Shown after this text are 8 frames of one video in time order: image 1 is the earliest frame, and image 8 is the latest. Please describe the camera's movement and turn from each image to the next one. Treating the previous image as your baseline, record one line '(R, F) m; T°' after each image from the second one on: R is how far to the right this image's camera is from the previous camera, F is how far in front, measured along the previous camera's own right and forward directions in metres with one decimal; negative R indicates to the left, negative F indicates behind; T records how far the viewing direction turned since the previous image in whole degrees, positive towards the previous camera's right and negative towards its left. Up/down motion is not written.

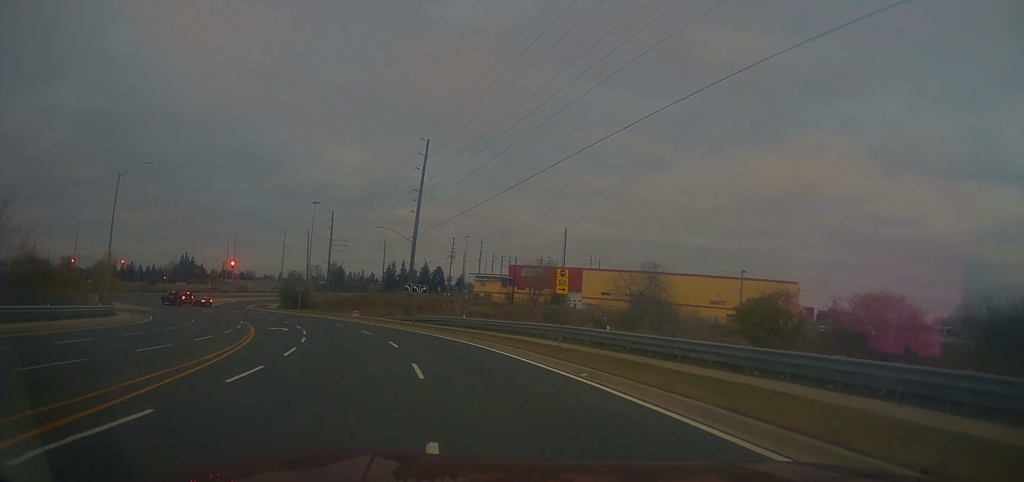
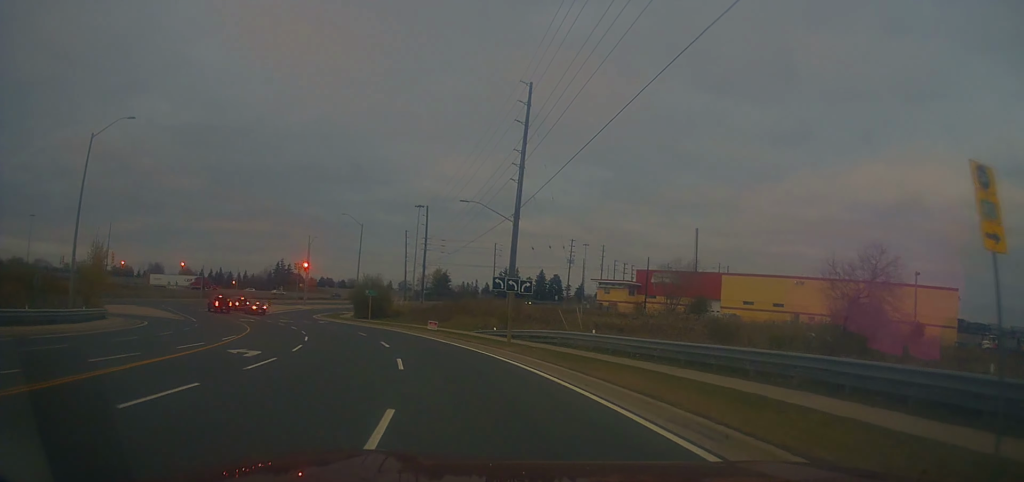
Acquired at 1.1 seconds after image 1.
(-1.4, +17.0) m; -12°
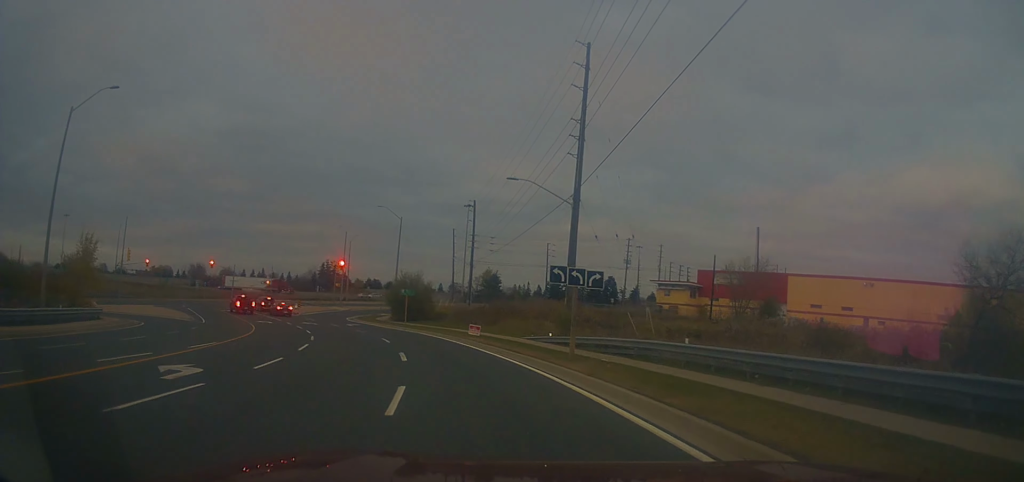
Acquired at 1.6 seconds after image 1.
(-0.2, +7.0) m; -5°
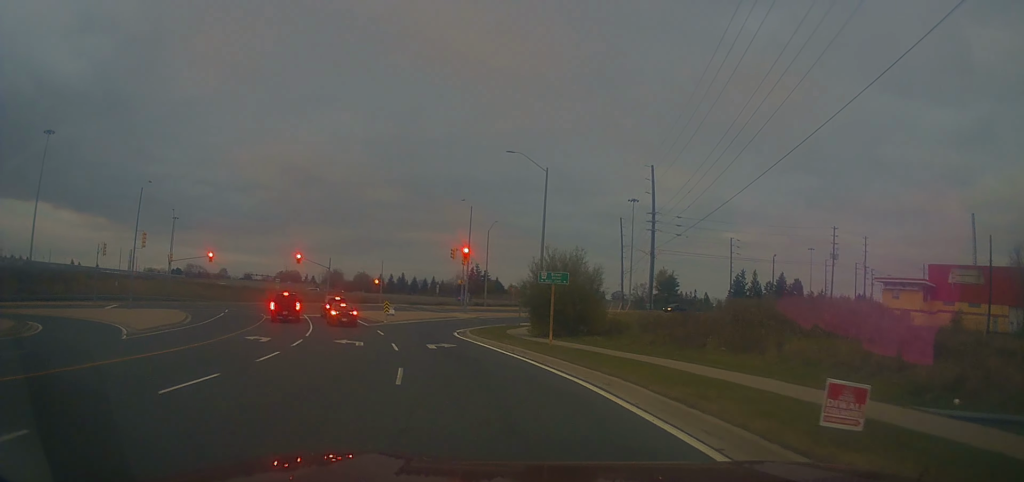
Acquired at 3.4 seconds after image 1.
(-3.3, +25.9) m; -13°
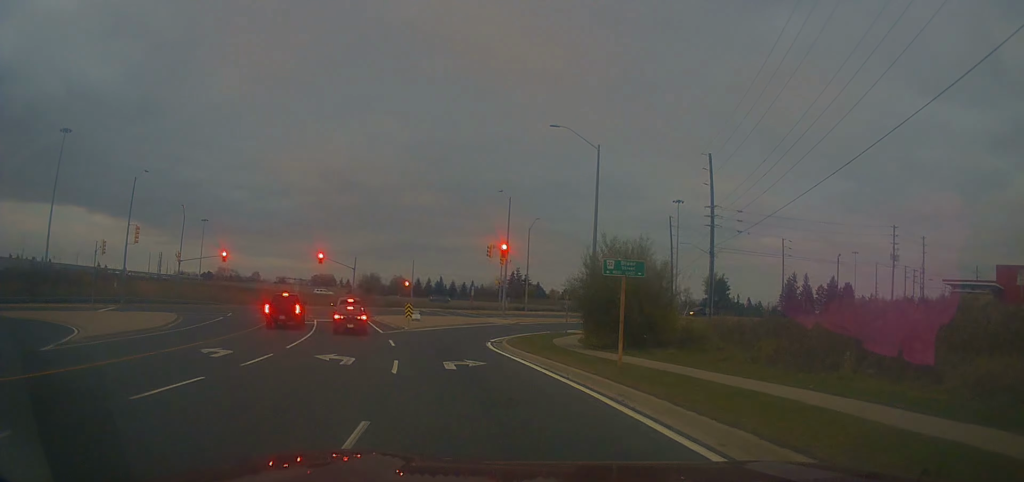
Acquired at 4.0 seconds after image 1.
(-0.6, +6.5) m; -5°
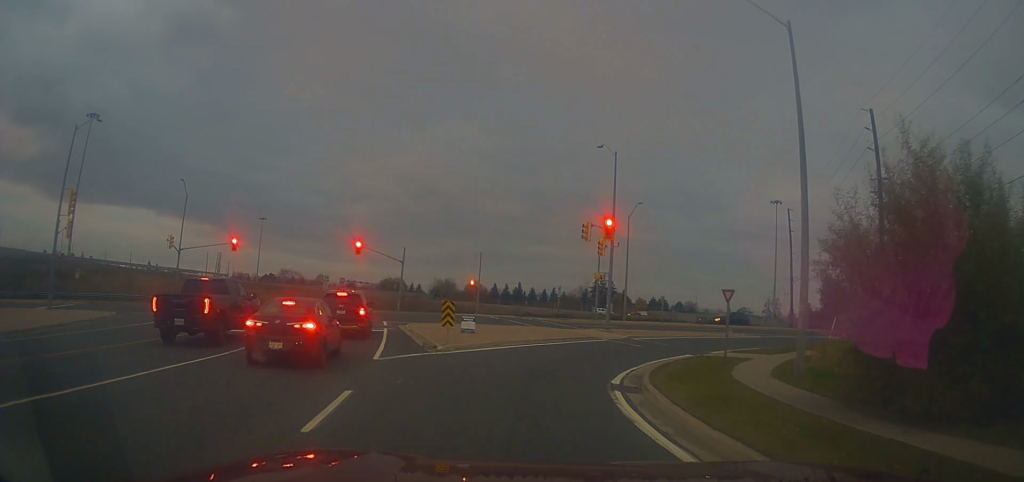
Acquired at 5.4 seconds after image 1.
(-1.6, +16.6) m; -6°
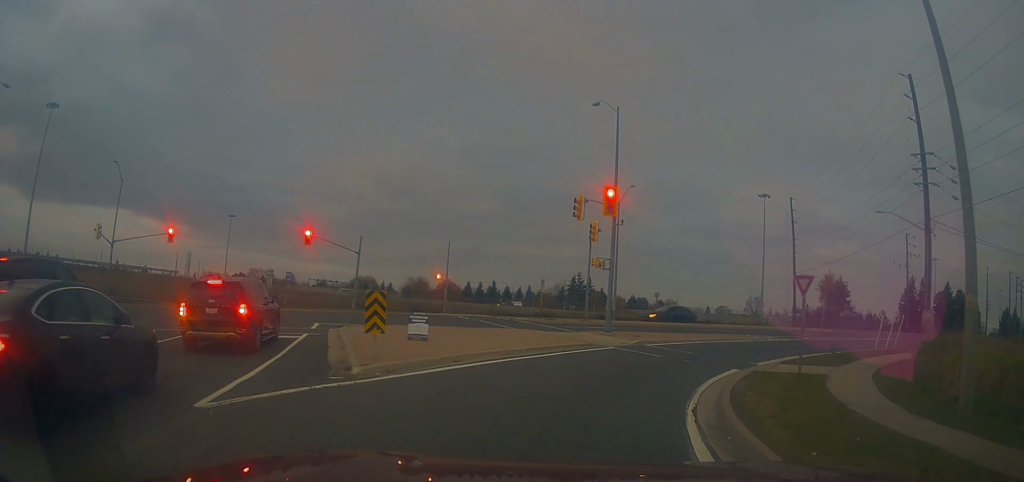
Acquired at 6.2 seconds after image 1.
(+0.3, +7.6) m; +4°
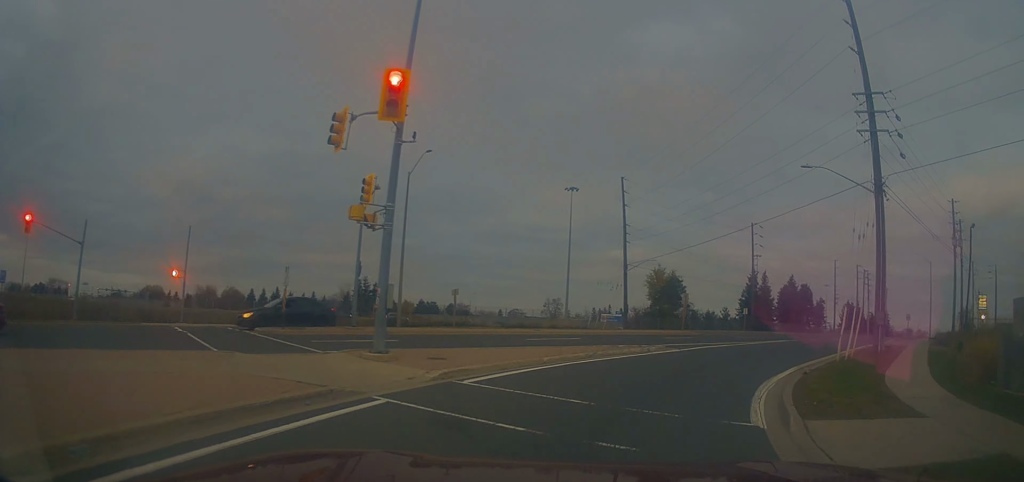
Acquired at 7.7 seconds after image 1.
(+1.7, +12.1) m; +22°
